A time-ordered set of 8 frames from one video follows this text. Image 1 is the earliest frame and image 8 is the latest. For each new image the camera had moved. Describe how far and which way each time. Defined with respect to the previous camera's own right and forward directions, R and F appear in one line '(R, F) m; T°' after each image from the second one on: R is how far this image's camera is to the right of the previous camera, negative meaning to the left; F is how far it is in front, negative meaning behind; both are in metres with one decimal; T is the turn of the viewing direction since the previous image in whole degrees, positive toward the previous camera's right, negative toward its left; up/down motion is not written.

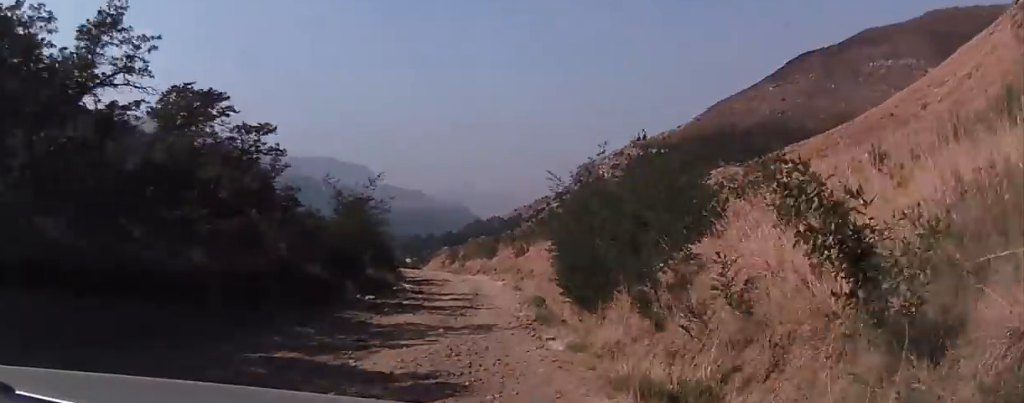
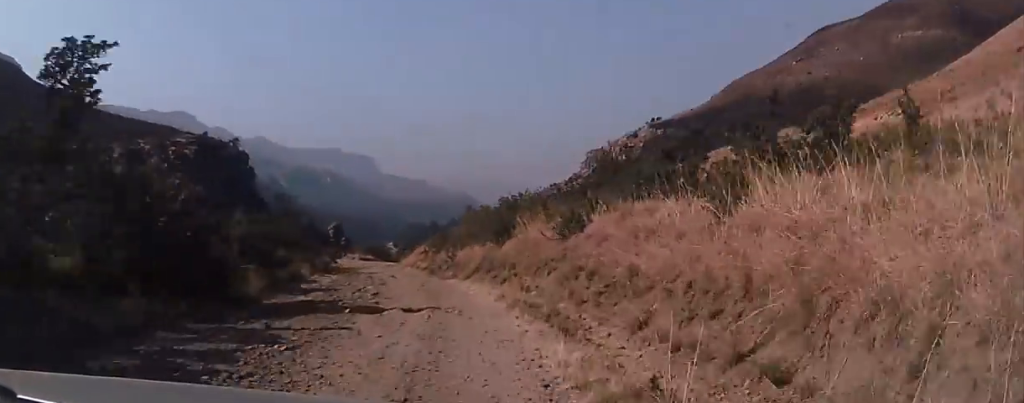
(+0.3, +29.8) m; -5°
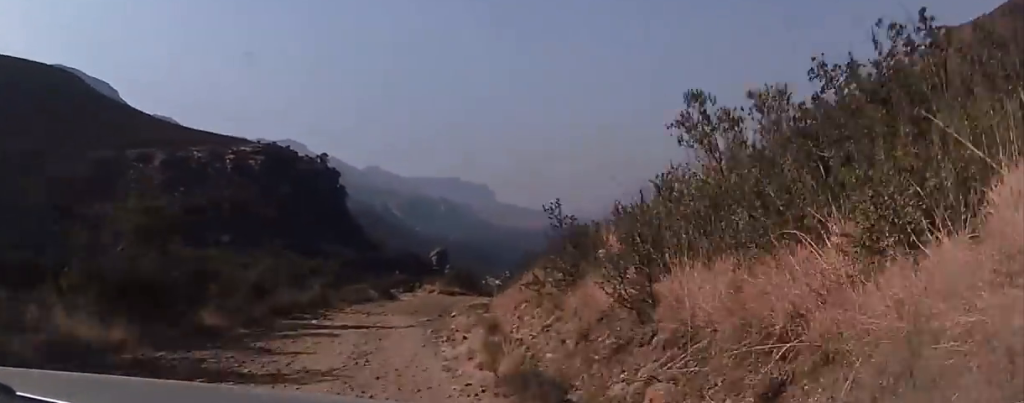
(-2.7, +26.9) m; -7°
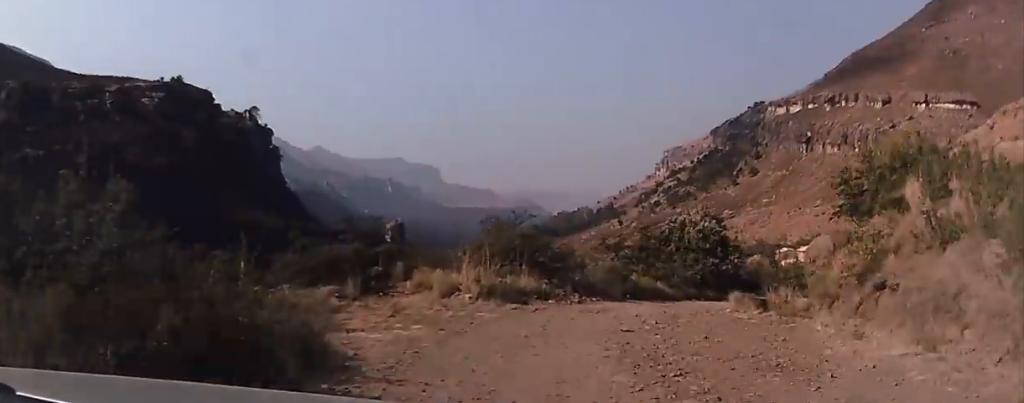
(+0.8, +53.1) m; +18°
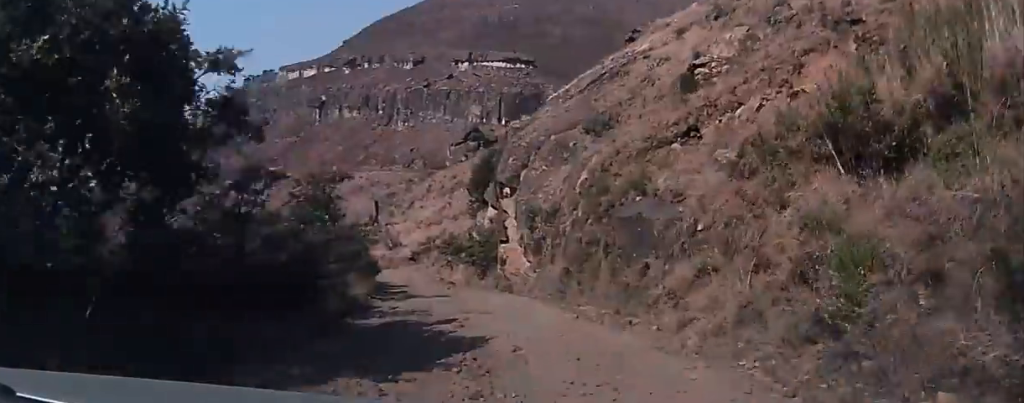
(+9.5, +31.4) m; +21°
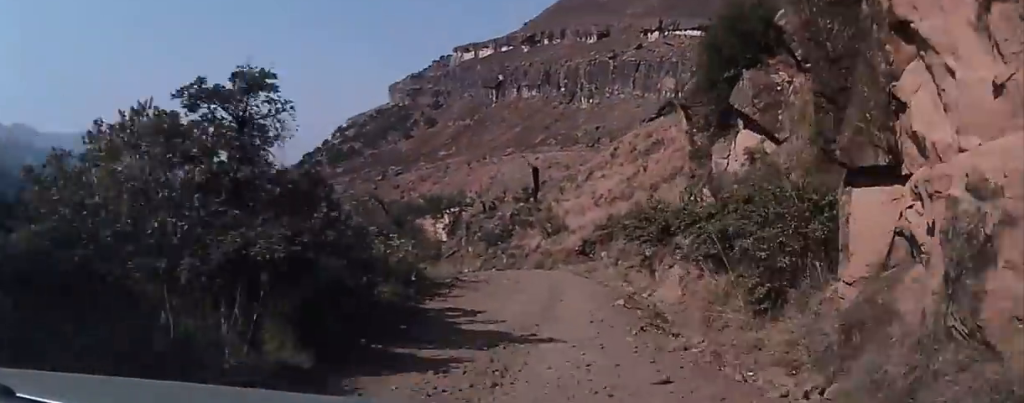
(-1.5, +34.7) m; -8°
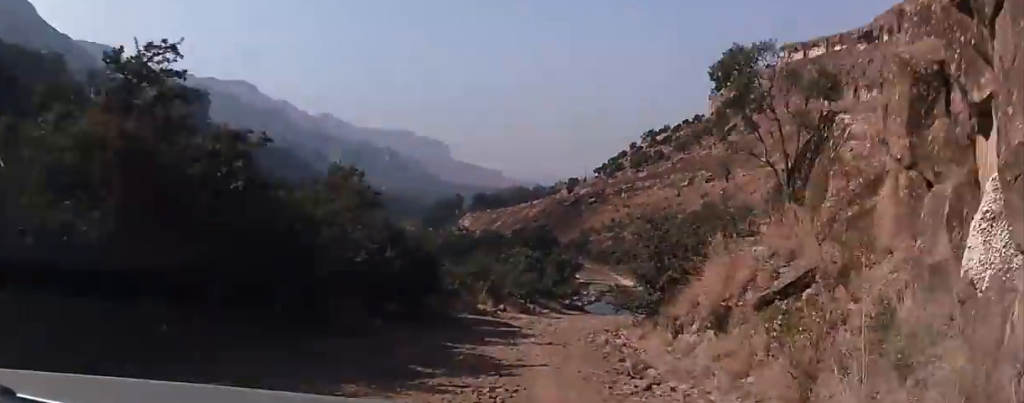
(-4.5, +39.6) m; -12°
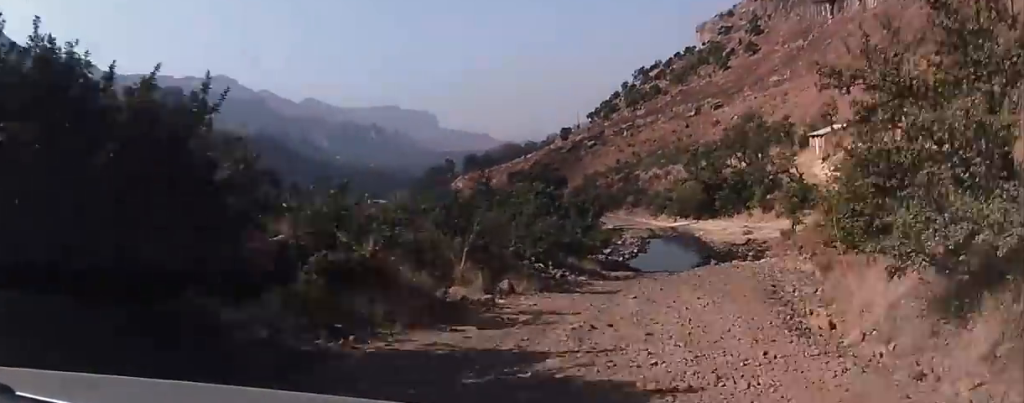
(-1.7, +16.3) m; -3°
